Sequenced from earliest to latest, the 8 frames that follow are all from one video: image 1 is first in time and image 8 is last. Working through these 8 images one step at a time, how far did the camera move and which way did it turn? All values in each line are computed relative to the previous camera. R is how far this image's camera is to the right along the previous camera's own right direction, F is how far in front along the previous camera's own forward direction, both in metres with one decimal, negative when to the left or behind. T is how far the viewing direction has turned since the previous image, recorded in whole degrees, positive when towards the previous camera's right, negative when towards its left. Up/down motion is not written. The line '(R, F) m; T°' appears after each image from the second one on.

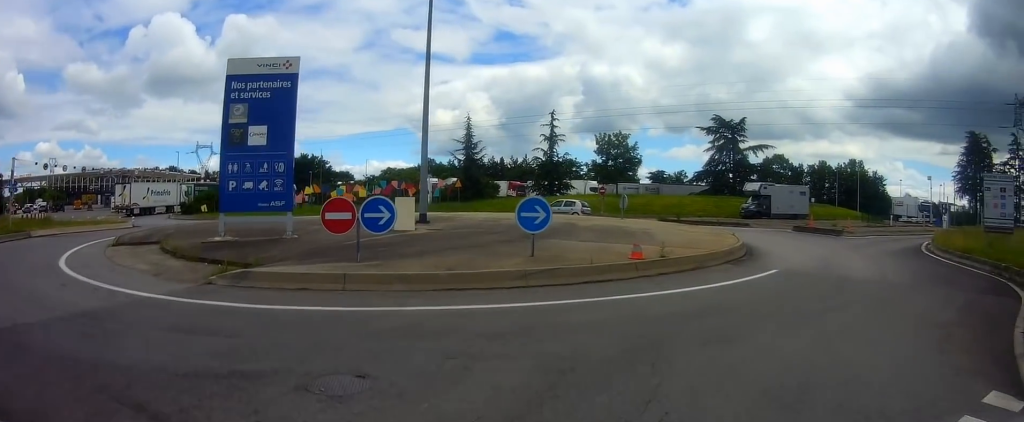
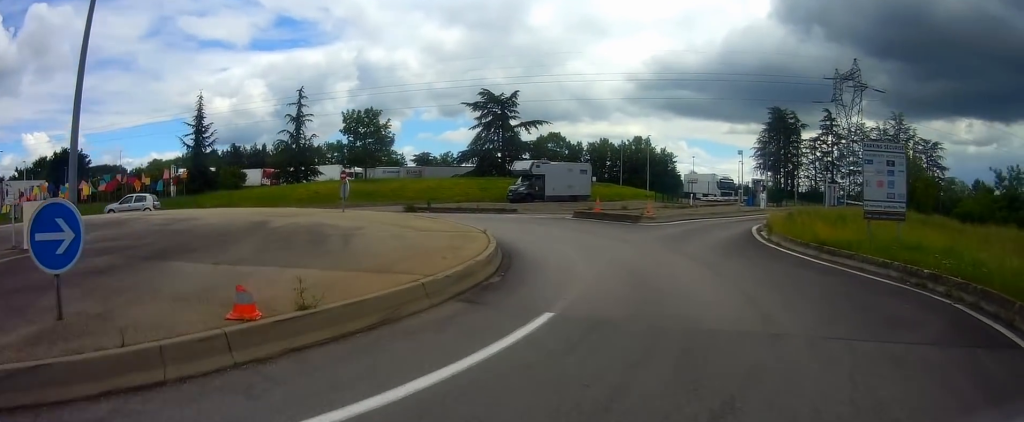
(+0.9, +6.7) m; +15°
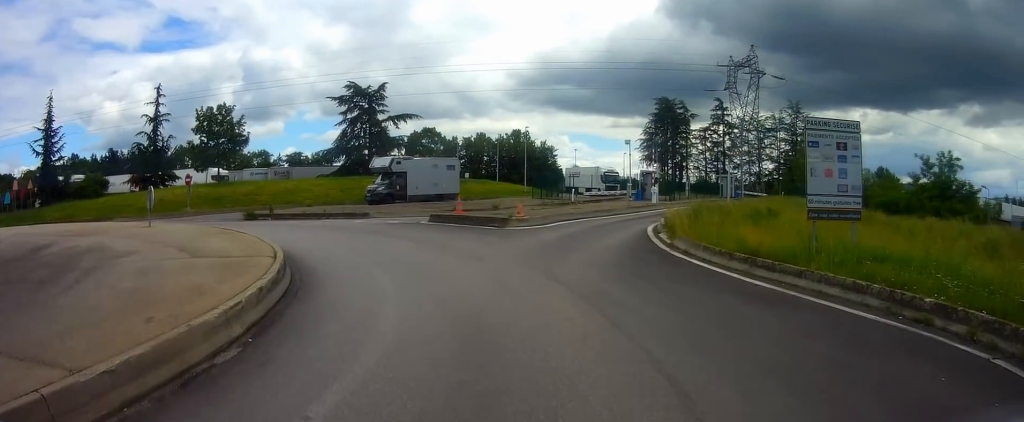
(+0.3, +4.7) m; +9°
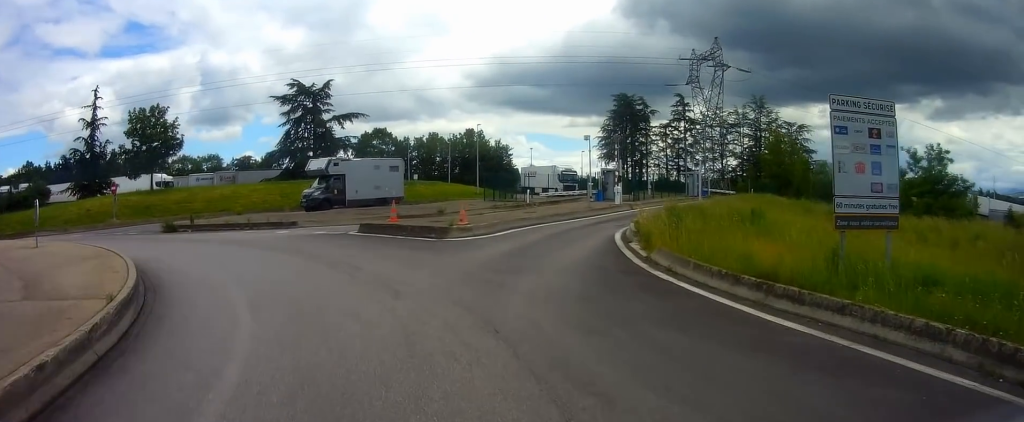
(+0.5, +3.4) m; -6°
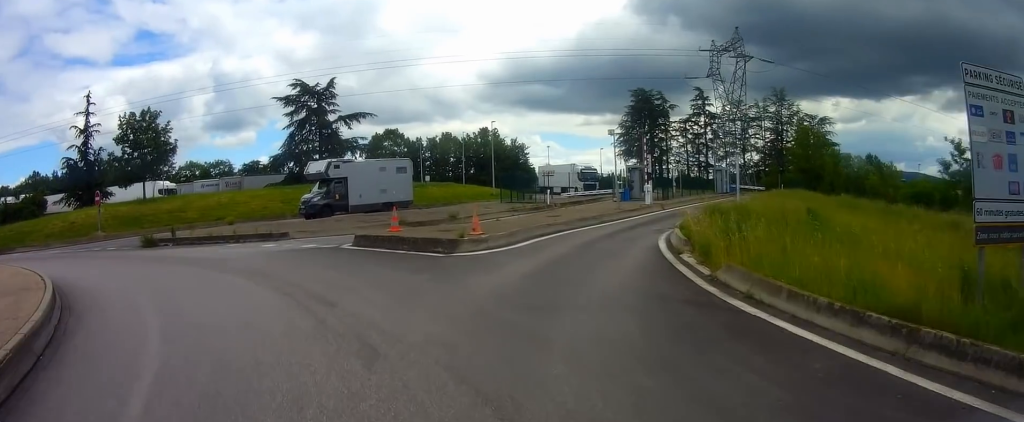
(-0.7, +3.0) m; -12°
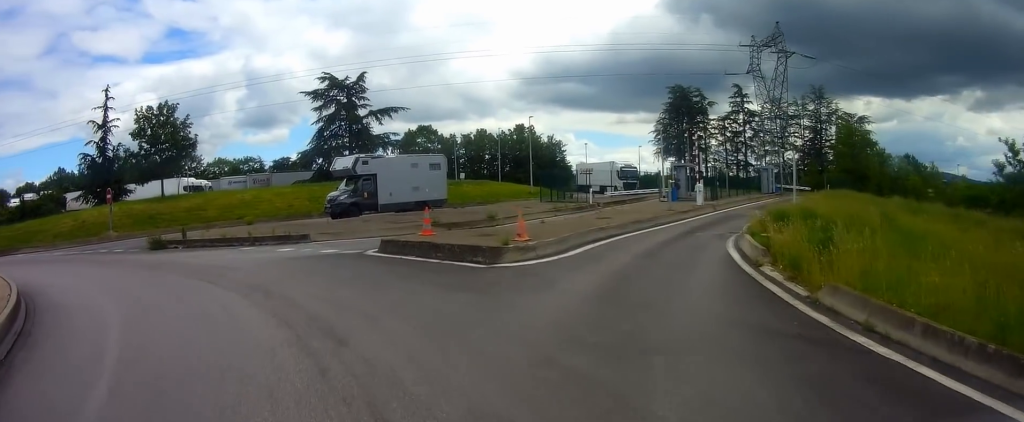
(-0.2, +2.1) m; -7°
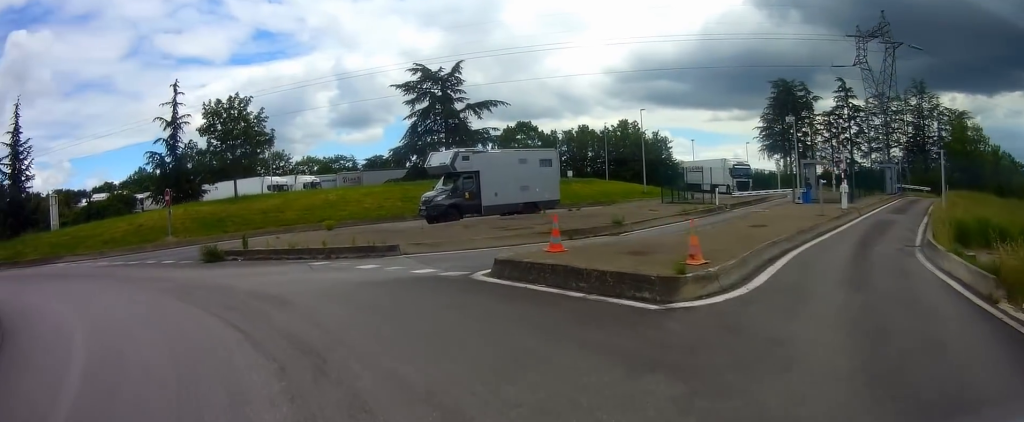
(0.0, +3.8) m; -9°
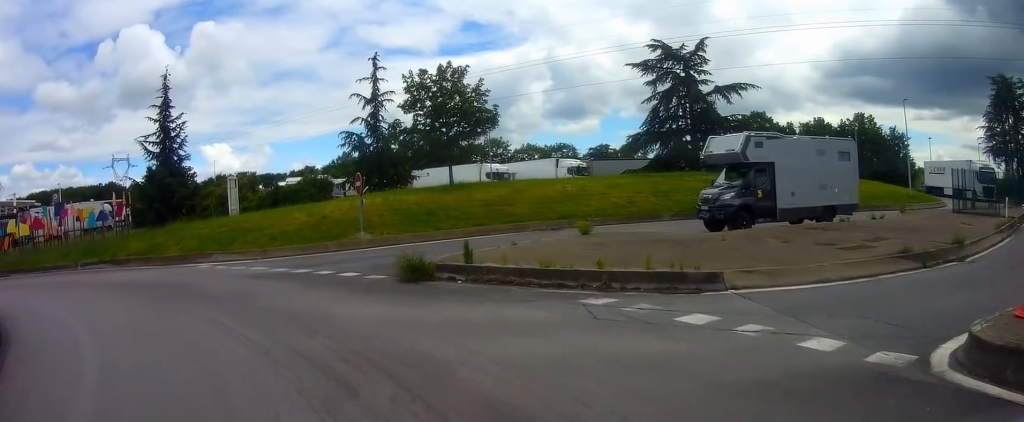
(-1.3, +5.7) m; -23°
